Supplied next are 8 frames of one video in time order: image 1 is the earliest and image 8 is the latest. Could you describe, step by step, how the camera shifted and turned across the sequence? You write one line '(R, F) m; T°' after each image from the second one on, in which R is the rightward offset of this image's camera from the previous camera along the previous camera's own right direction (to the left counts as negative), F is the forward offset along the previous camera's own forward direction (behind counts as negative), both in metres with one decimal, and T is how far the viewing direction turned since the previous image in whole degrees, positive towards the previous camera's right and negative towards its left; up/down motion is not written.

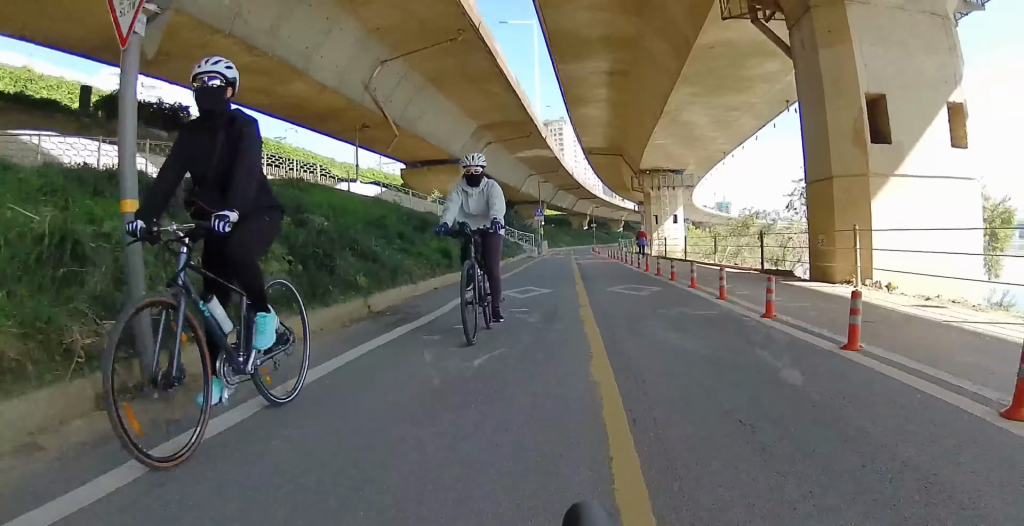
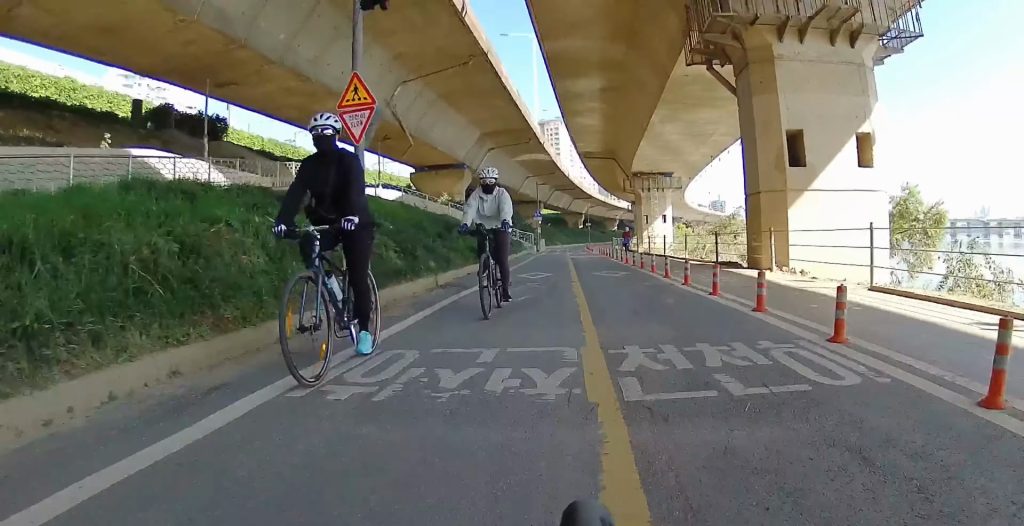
(0.0, +4.3) m; -1°
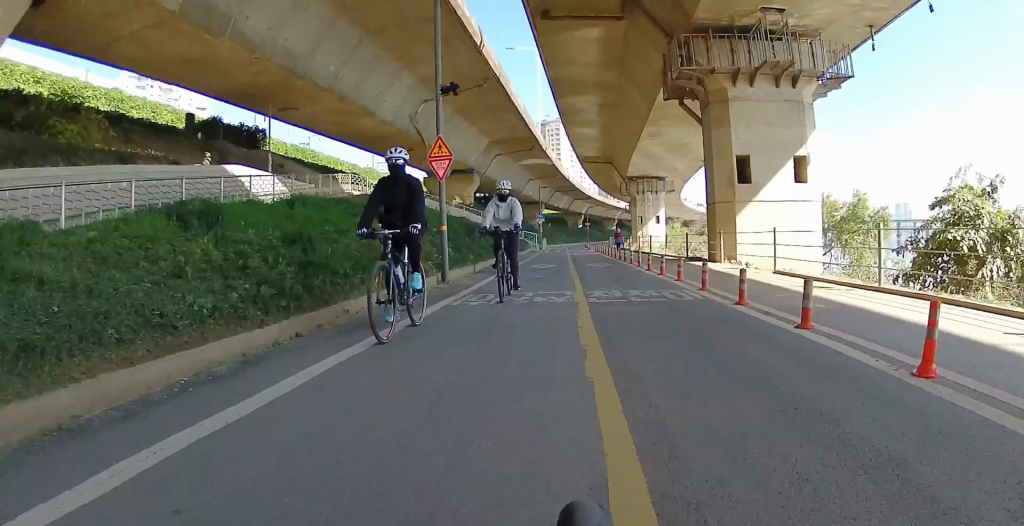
(-0.1, +4.7) m; -1°
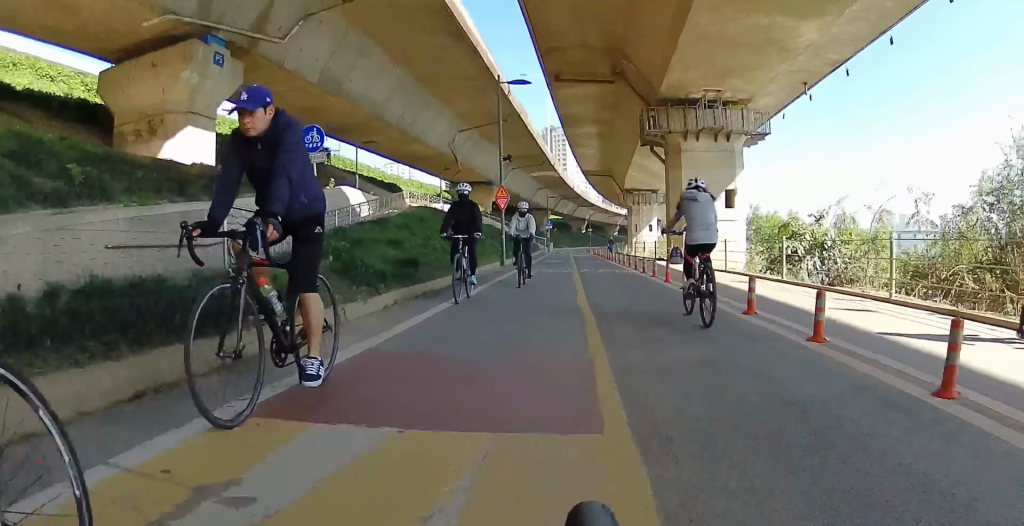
(0.0, +9.8) m; +1°
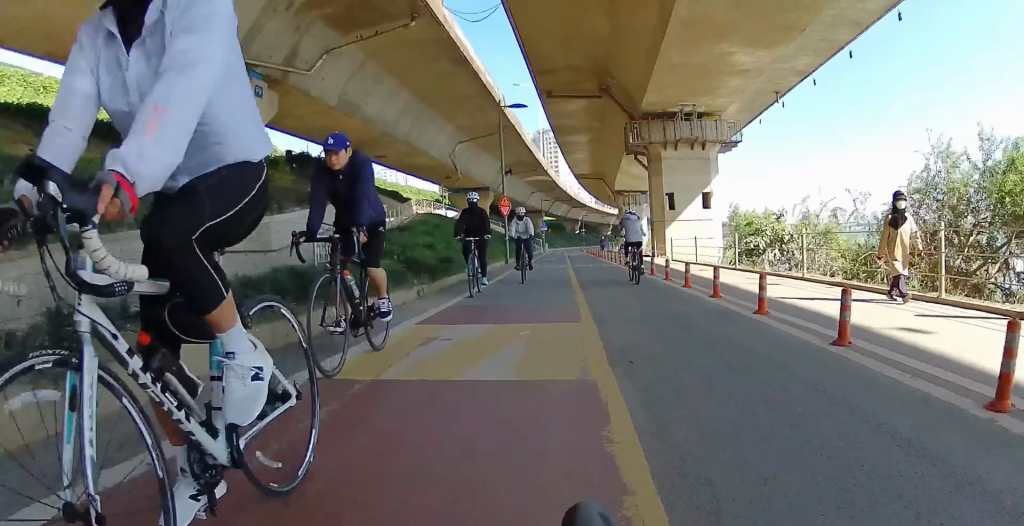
(0.0, +3.5) m; 0°
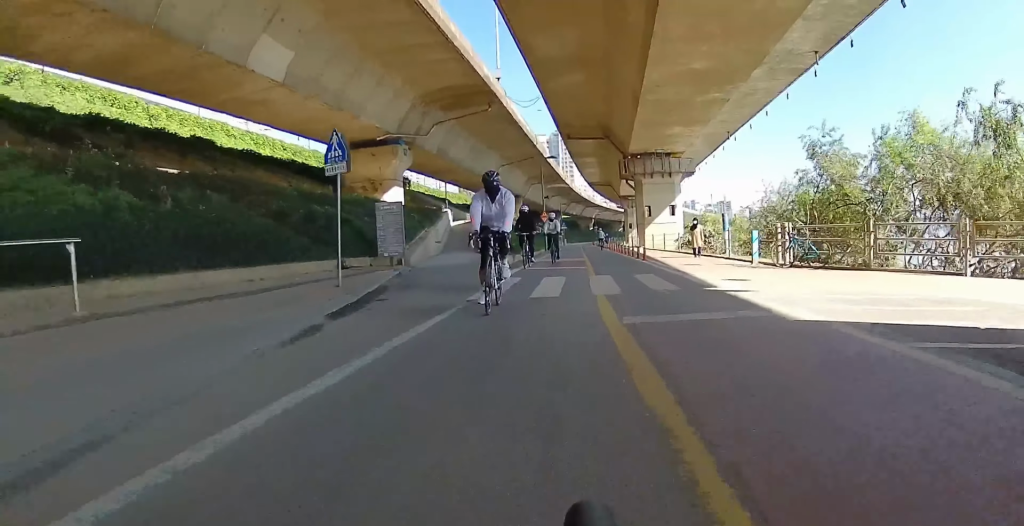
(0.0, +17.6) m; 0°
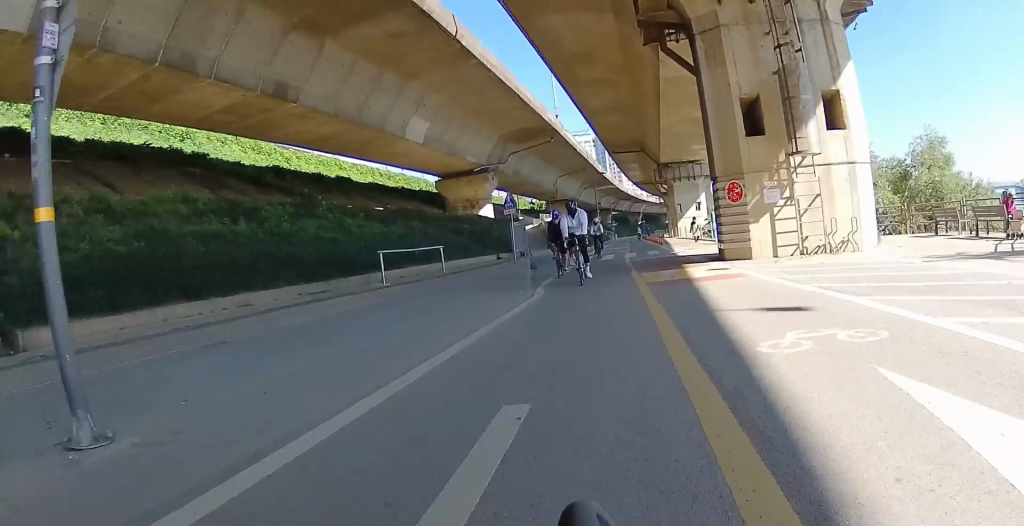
(-0.1, +13.9) m; -2°
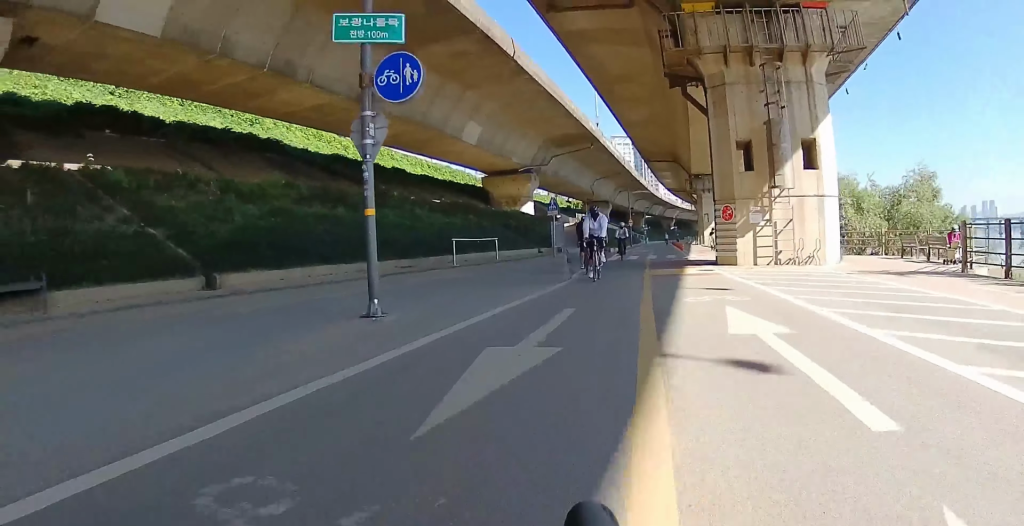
(-0.2, +4.5) m; 0°
